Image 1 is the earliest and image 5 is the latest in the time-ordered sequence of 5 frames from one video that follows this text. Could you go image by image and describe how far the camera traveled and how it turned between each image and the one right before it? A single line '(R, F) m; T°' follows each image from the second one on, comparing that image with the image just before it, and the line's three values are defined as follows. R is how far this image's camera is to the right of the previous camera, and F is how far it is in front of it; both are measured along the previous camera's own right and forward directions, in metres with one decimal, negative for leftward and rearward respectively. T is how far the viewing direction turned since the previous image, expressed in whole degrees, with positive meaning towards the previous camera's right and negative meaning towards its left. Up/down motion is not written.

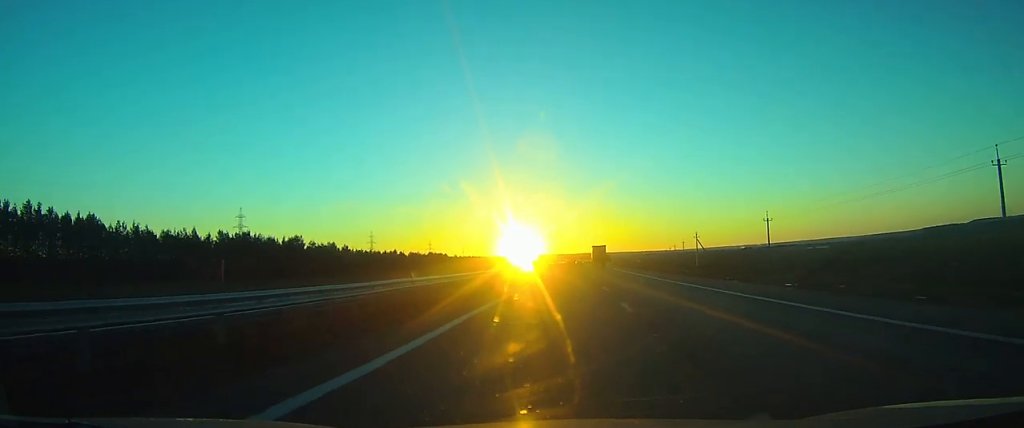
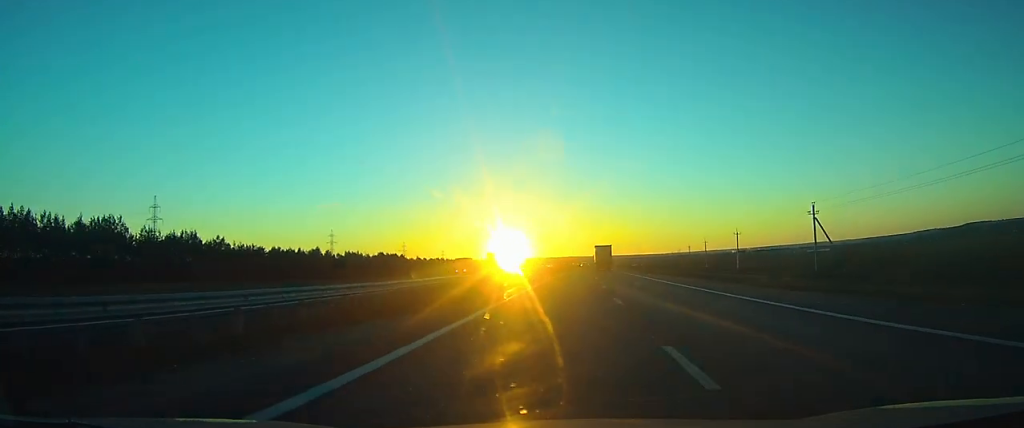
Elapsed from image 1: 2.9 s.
(+0.3, +75.6) m; +1°
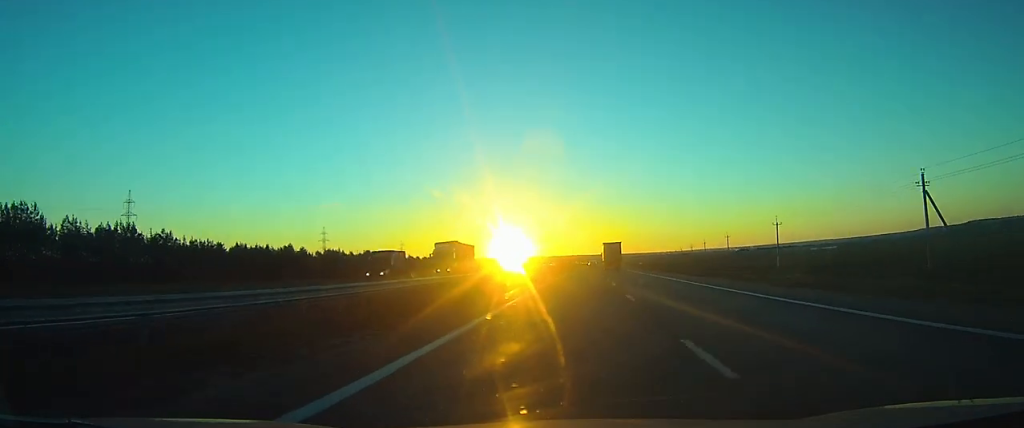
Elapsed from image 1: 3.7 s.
(0.0, +24.3) m; 0°
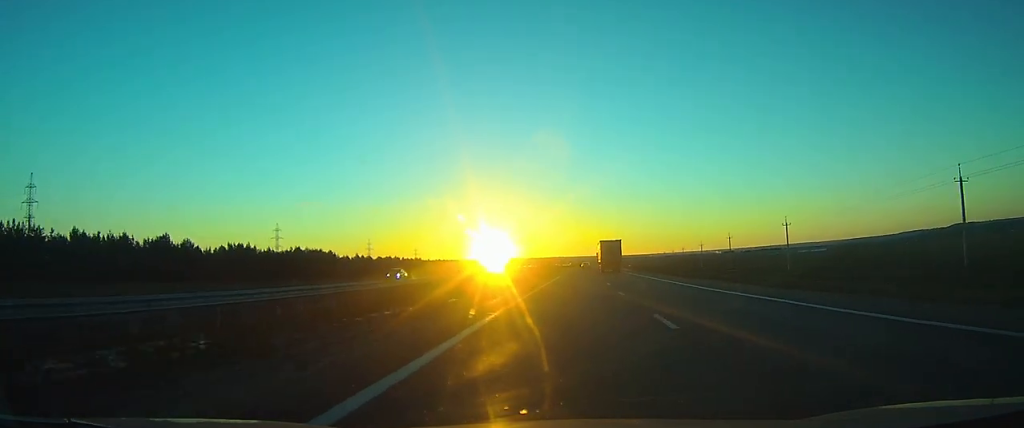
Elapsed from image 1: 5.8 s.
(+0.3, +57.3) m; +1°
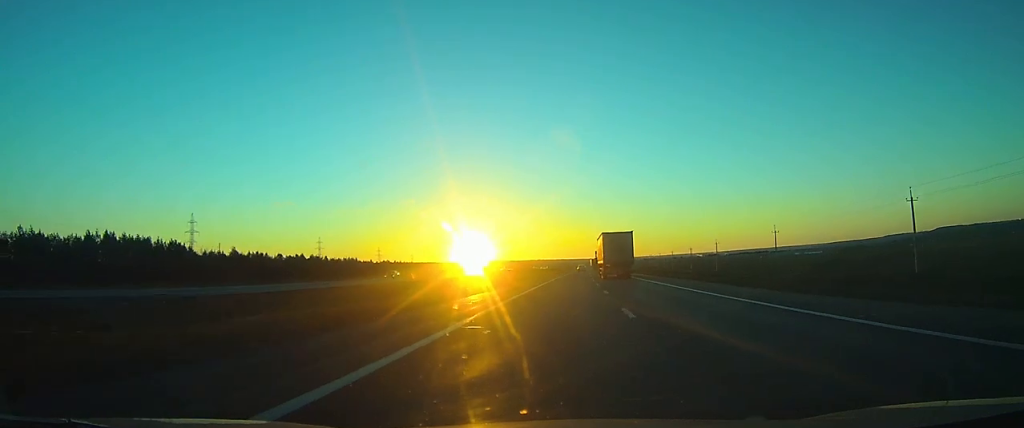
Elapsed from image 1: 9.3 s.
(+2.2, +92.6) m; +3°
